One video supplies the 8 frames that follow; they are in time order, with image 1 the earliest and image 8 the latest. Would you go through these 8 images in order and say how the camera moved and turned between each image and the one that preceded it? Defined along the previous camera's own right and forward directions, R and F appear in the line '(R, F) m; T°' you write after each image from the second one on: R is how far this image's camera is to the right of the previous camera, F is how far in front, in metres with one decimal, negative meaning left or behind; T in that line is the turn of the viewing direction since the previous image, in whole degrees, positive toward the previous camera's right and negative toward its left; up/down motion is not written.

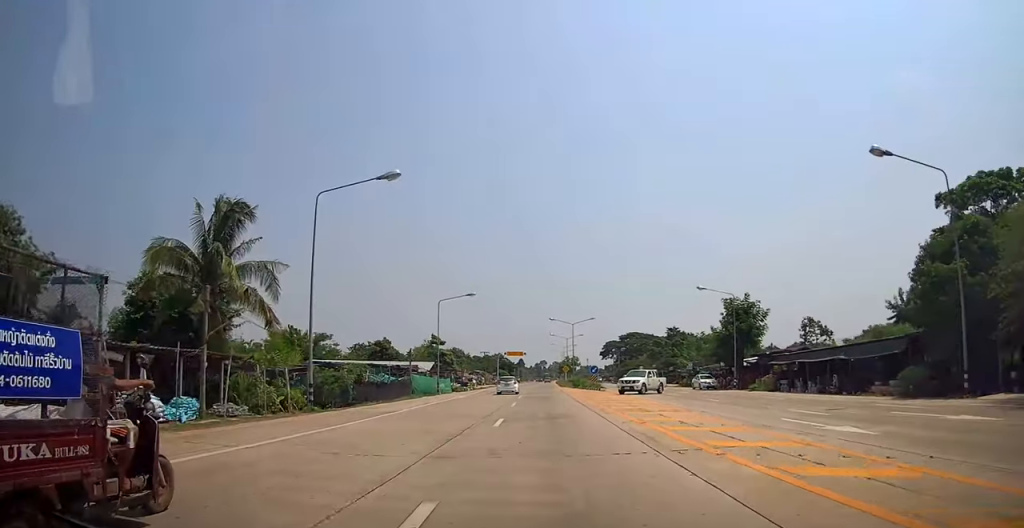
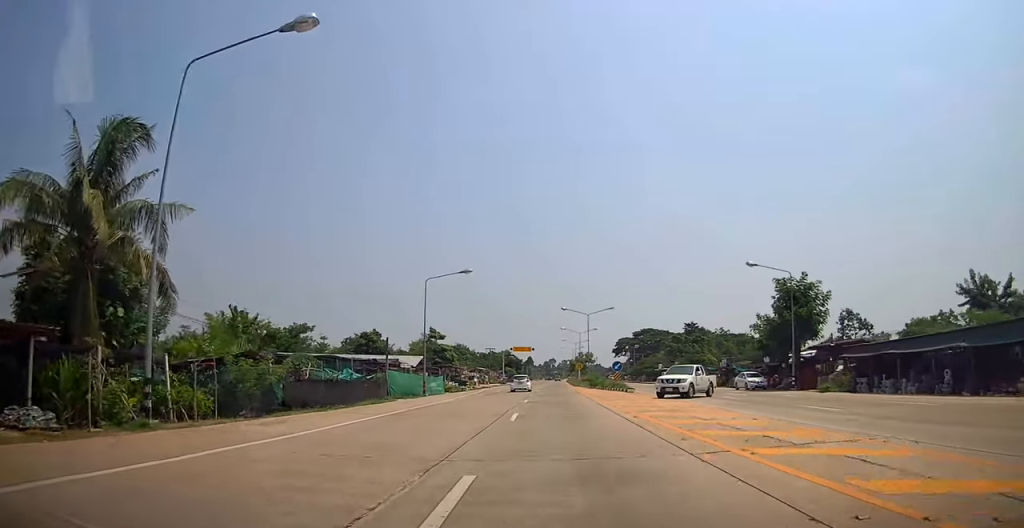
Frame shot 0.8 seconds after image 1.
(0.0, +10.1) m; 0°
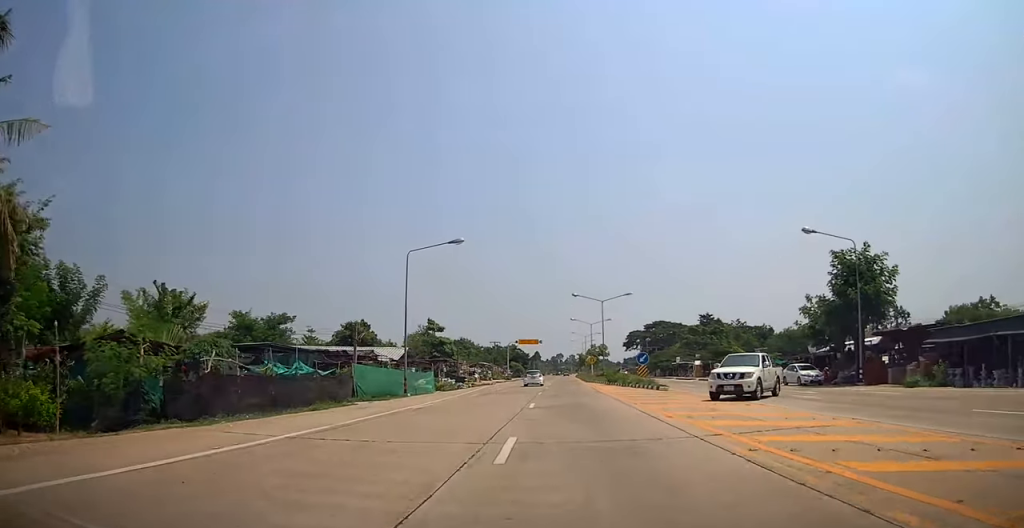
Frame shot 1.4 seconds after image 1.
(0.0, +8.0) m; 0°
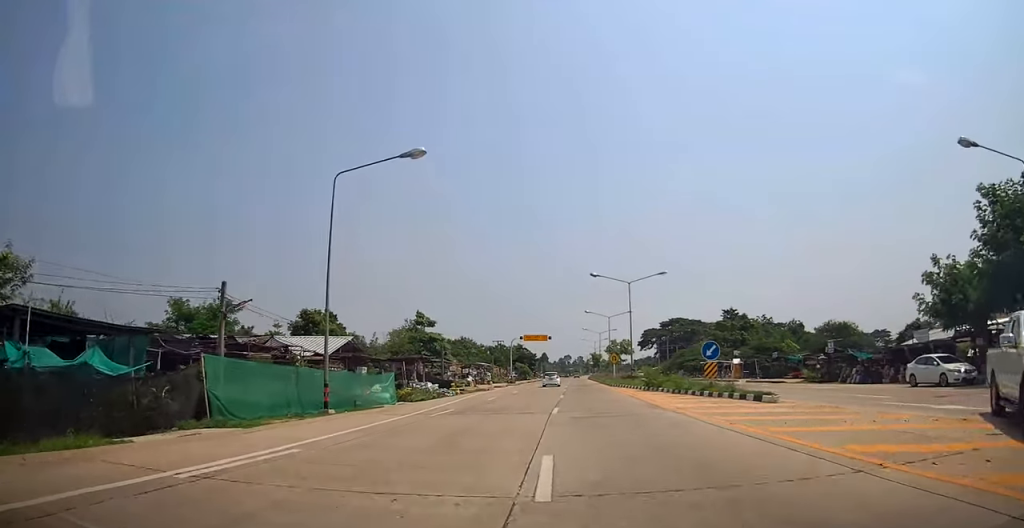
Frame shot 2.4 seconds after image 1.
(0.0, +13.5) m; 0°
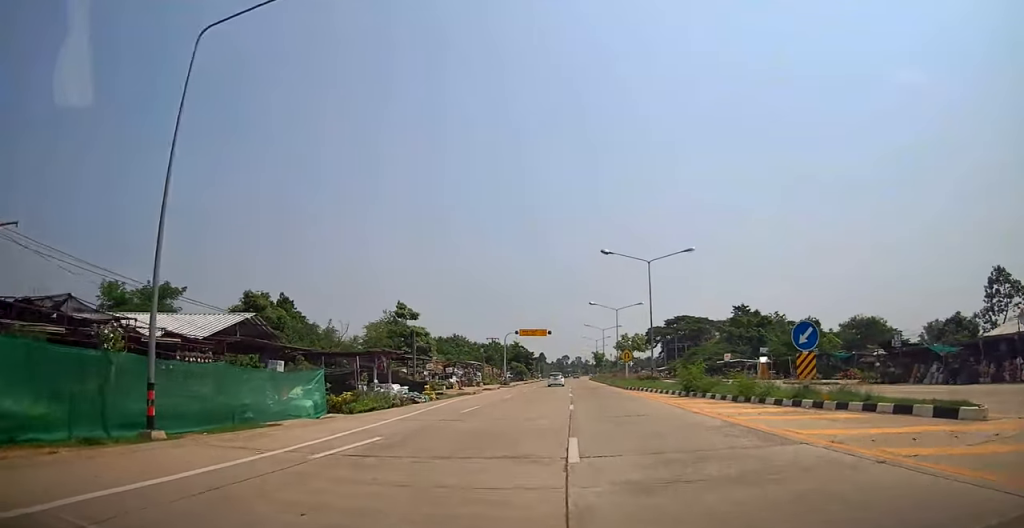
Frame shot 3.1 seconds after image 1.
(0.0, +9.4) m; 0°
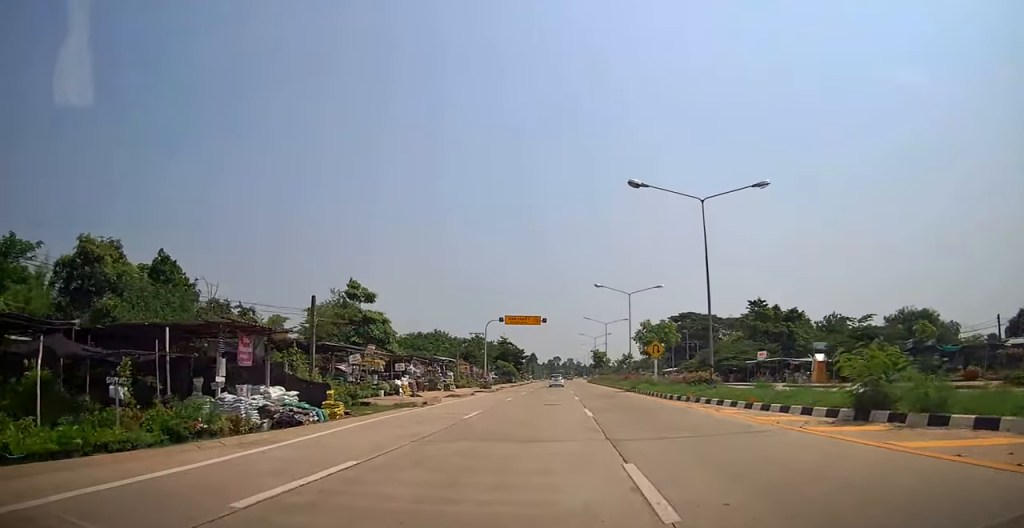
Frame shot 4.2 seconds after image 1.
(0.0, +14.9) m; 0°
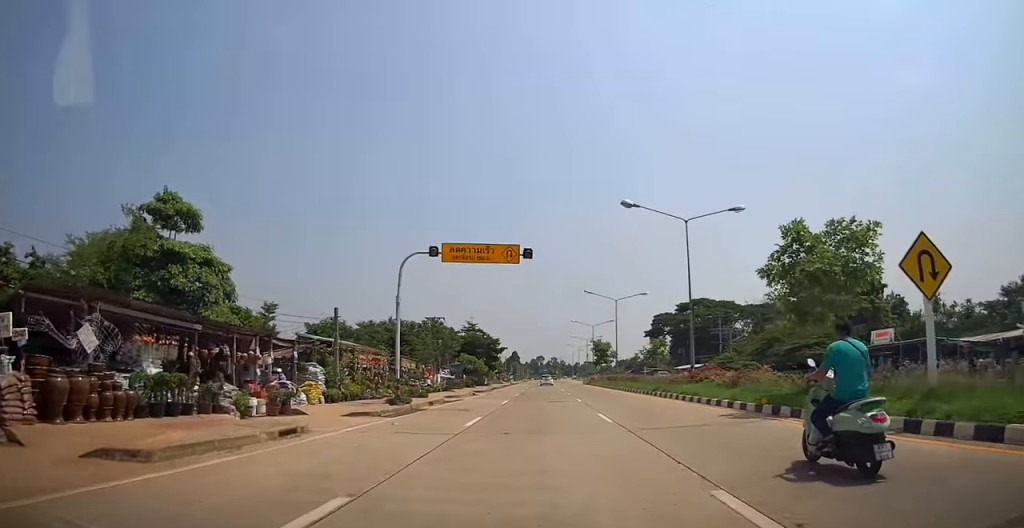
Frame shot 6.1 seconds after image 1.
(0.0, +26.4) m; 0°
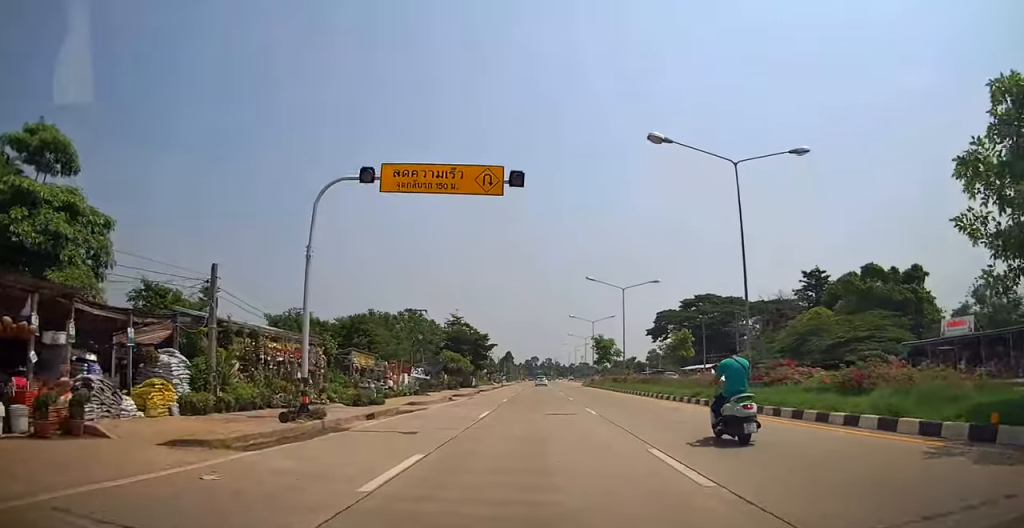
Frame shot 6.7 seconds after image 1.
(0.0, +8.5) m; 0°
